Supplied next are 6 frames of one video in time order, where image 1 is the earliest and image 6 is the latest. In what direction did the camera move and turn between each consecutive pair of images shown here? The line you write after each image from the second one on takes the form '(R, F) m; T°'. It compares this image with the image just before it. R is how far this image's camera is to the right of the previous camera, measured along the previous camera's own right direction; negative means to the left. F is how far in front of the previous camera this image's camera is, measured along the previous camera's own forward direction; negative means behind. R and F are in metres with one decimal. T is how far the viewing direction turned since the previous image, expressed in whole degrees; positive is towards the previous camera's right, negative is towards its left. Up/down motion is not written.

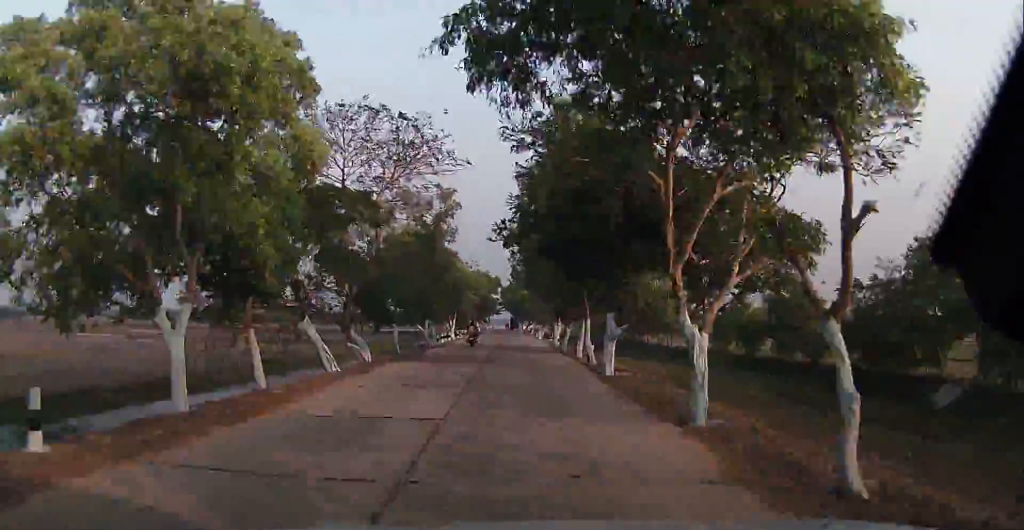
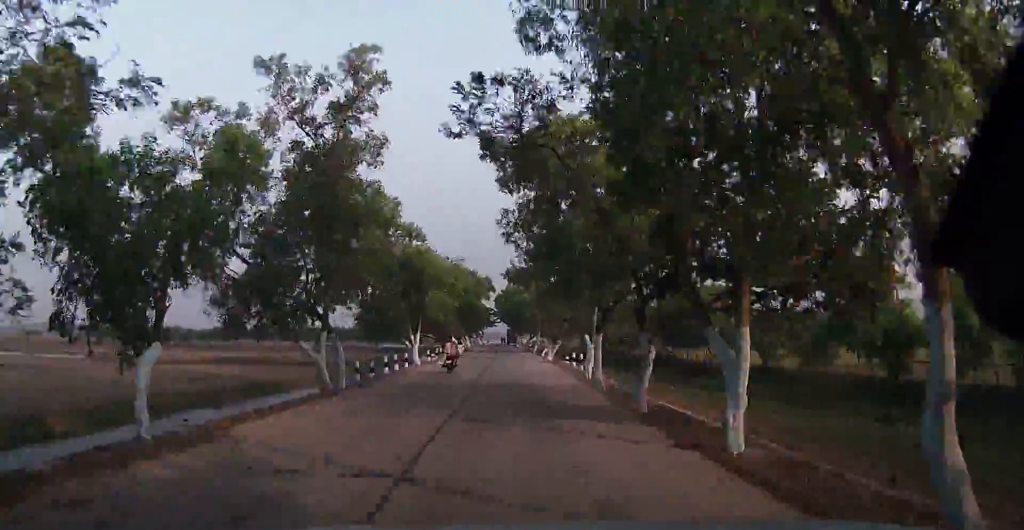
(+0.4, +20.3) m; +1°
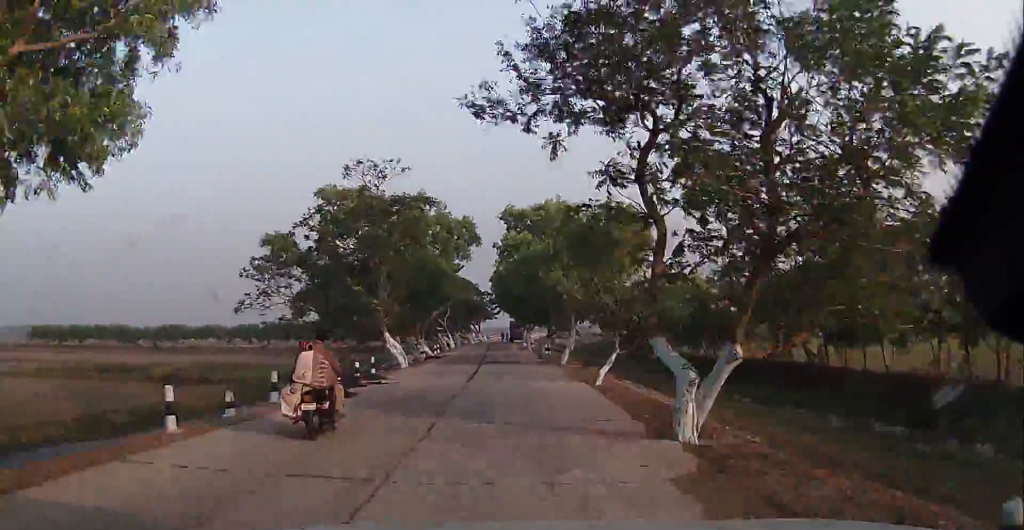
(-1.0, +34.3) m; -4°
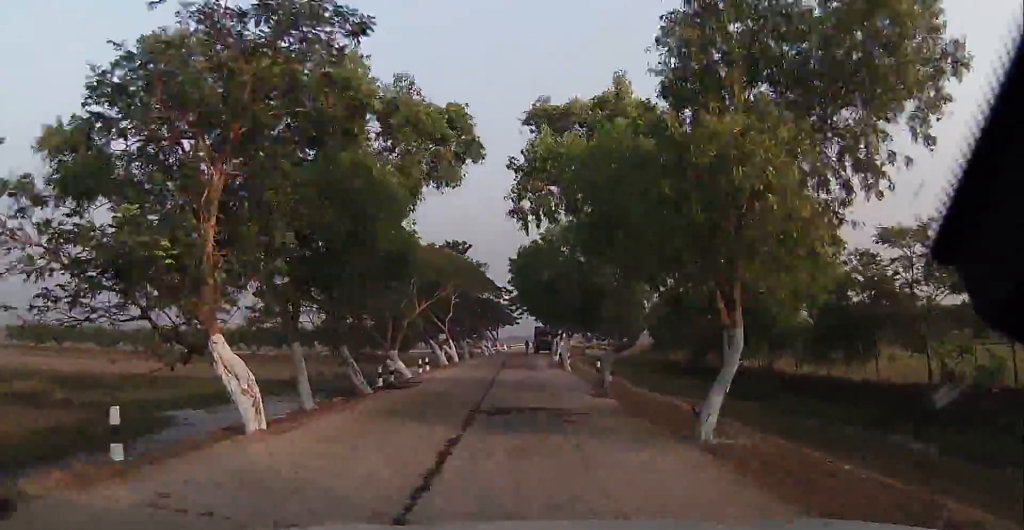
(-0.3, +19.5) m; -1°
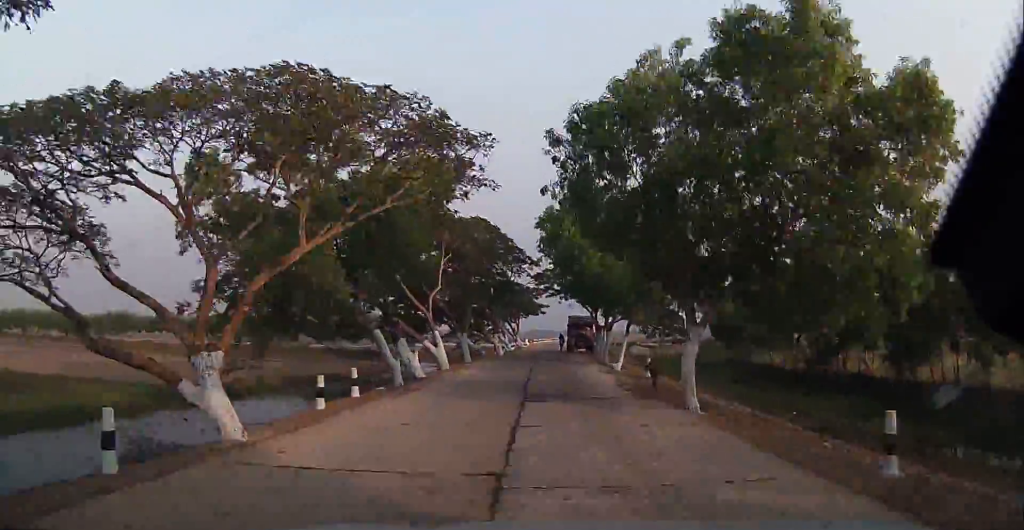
(0.0, +21.6) m; 0°
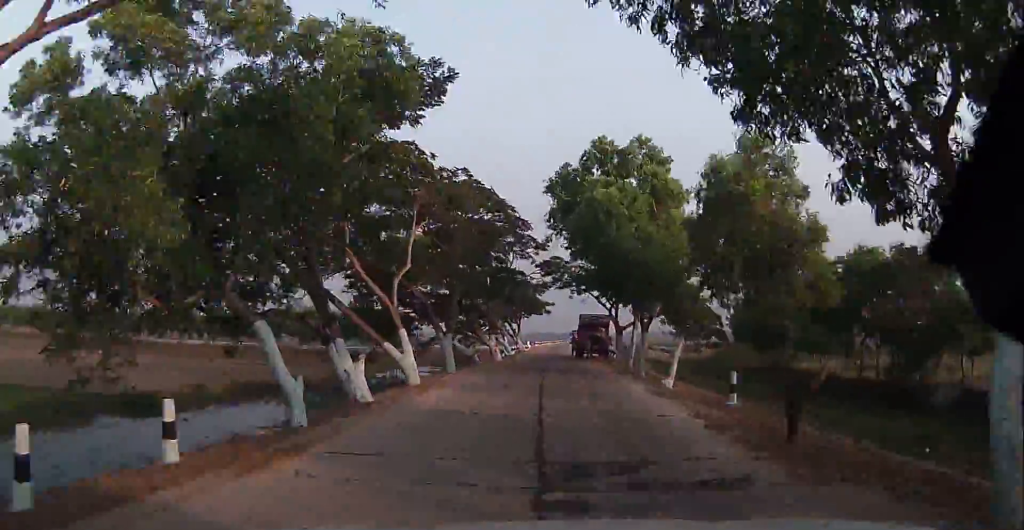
(-0.2, +9.6) m; 0°
